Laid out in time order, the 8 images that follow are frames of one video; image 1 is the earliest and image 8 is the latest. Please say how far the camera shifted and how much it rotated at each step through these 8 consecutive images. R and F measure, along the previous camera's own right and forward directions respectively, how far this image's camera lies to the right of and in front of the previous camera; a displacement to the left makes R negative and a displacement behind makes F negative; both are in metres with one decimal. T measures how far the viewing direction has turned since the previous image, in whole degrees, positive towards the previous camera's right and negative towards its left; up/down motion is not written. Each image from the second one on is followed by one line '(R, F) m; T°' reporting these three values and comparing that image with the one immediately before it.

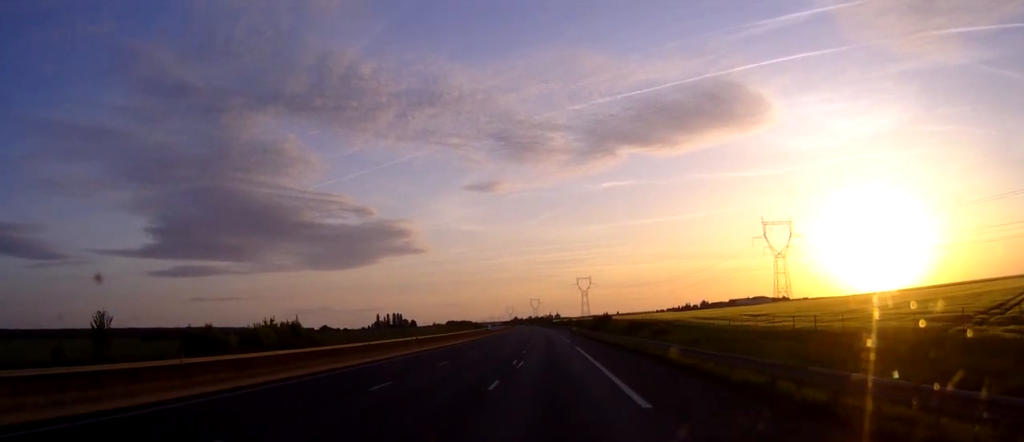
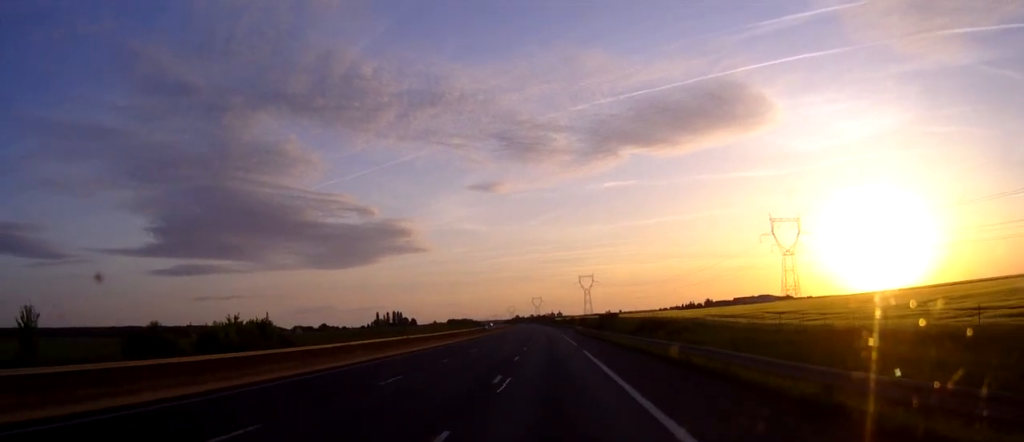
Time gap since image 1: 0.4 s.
(0.0, +11.6) m; 0°
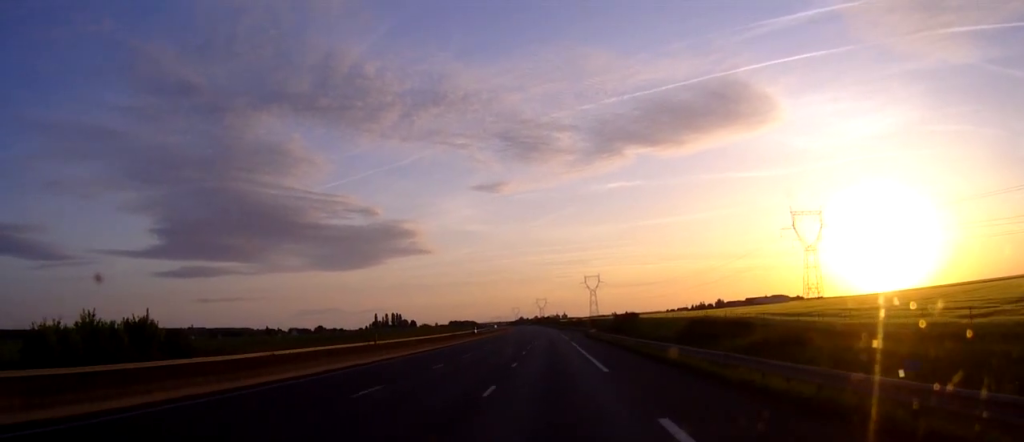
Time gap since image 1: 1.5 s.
(-0.1, +29.4) m; 0°
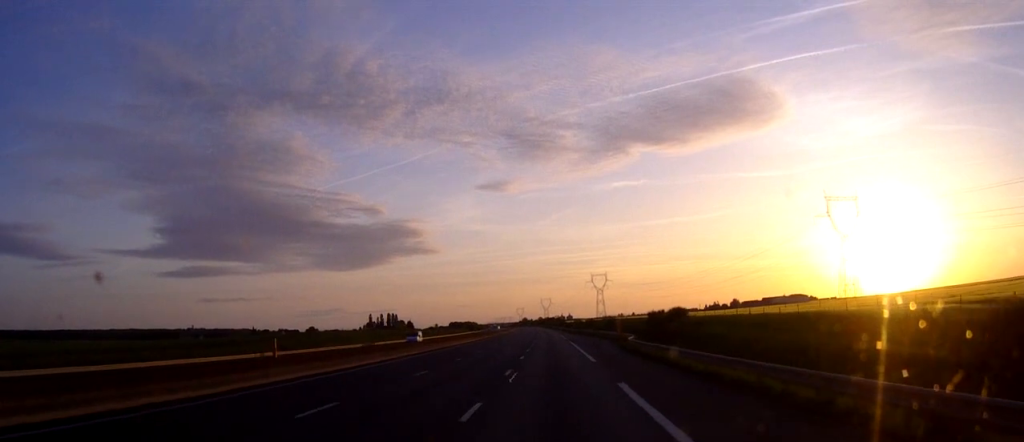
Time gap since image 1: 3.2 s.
(-0.1, +43.7) m; 0°
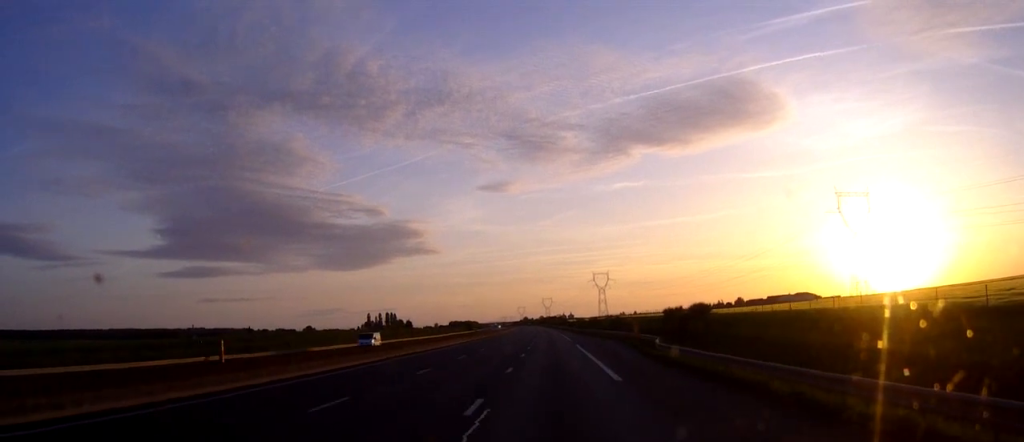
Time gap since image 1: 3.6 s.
(0.0, +12.5) m; 0°
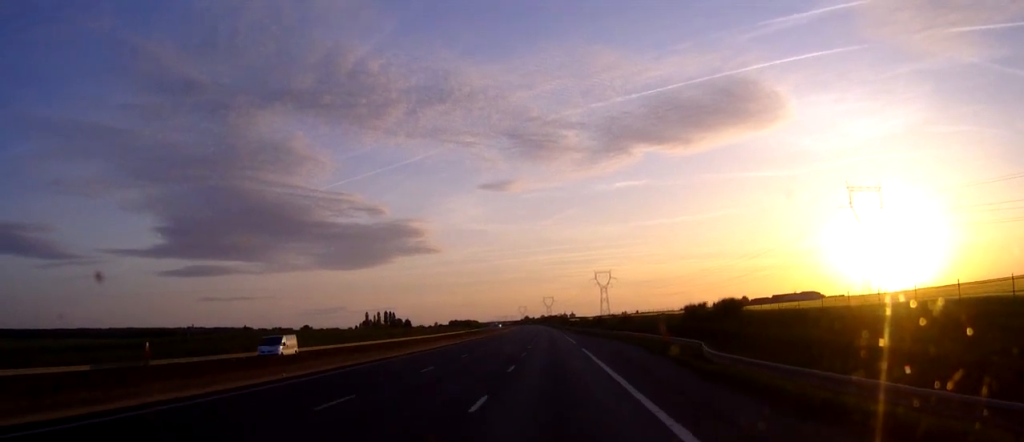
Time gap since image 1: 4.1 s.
(0.0, +12.5) m; 0°
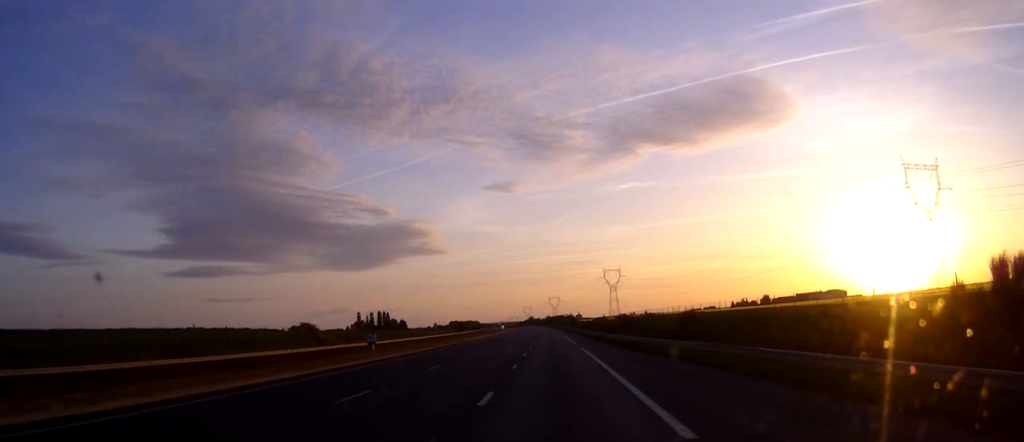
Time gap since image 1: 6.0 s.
(-0.2, +50.8) m; 0°
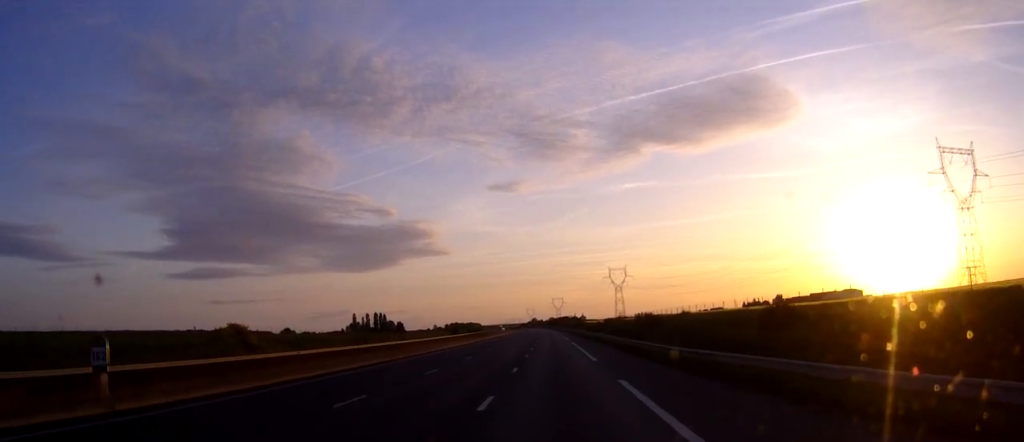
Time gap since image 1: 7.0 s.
(0.0, +26.7) m; 0°
